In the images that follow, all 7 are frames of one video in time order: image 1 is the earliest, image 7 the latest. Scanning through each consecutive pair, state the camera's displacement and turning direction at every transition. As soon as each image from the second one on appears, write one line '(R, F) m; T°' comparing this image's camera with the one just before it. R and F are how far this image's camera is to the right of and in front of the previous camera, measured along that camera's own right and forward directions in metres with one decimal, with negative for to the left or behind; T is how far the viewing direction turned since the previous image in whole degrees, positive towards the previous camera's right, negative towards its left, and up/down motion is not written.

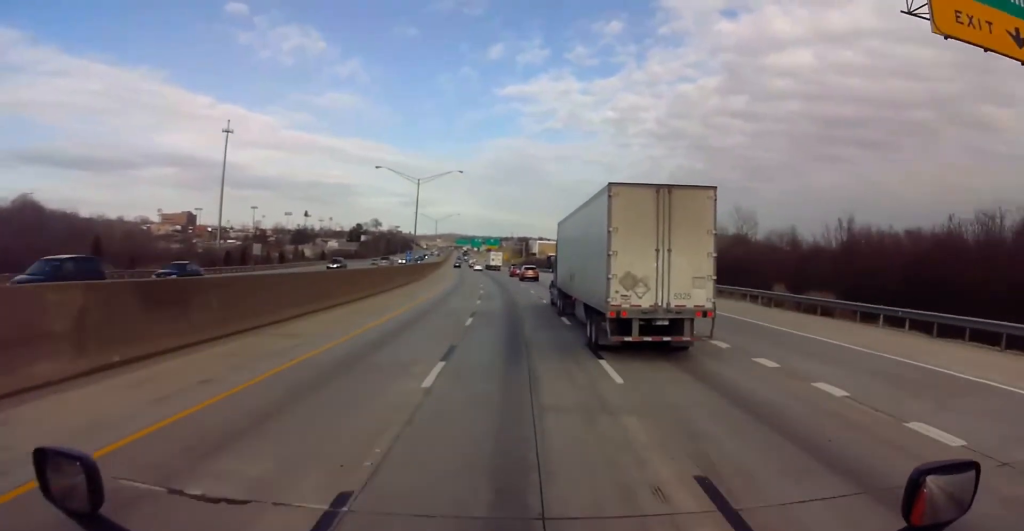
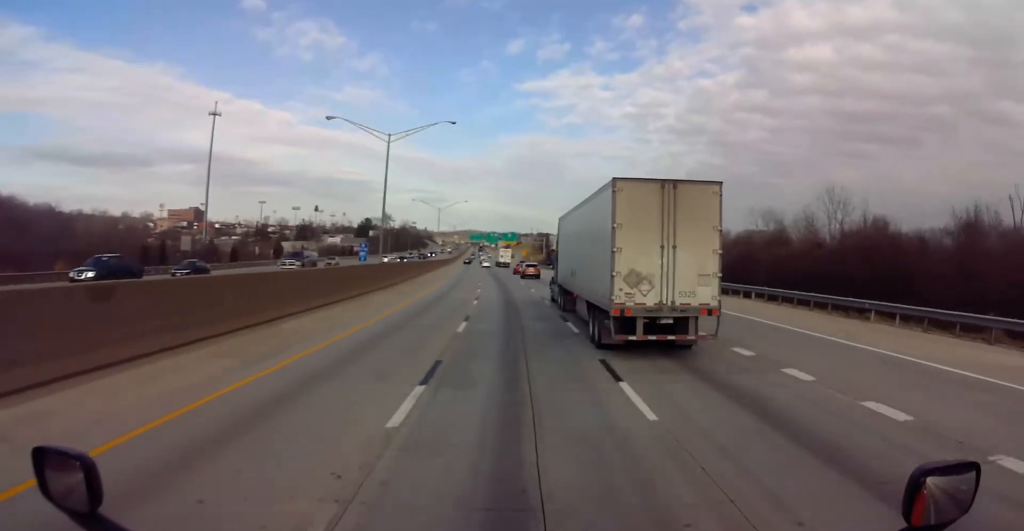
(+0.1, +27.3) m; 0°
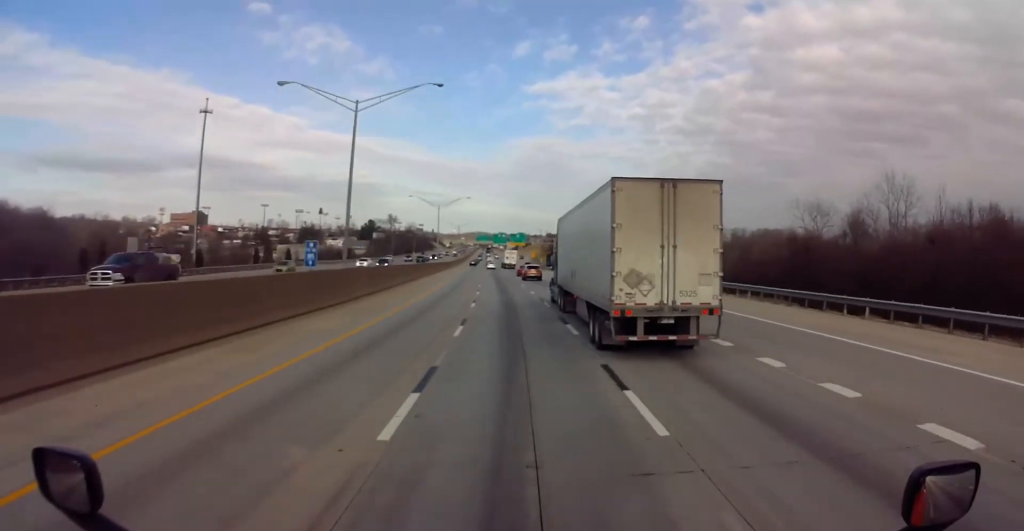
(0.0, +12.7) m; 0°
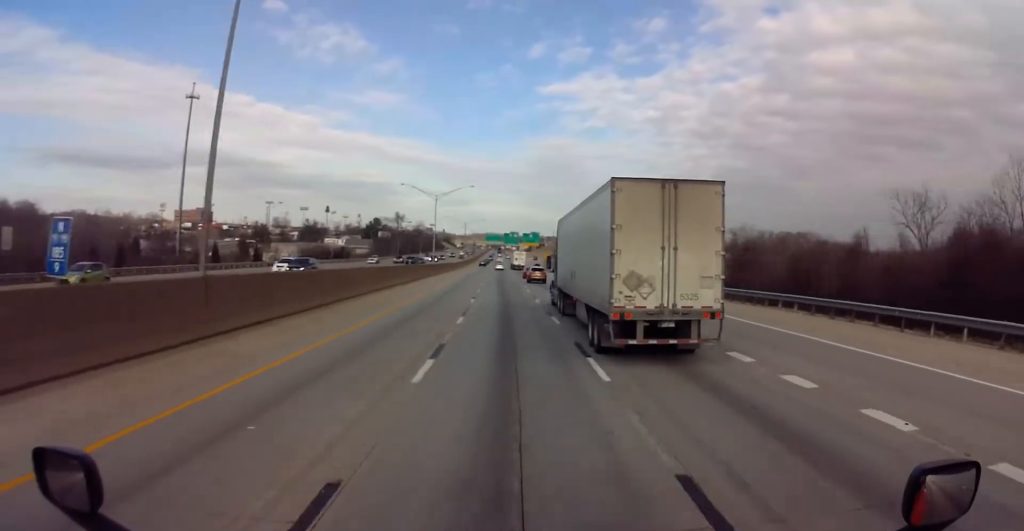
(-0.1, +19.8) m; 0°
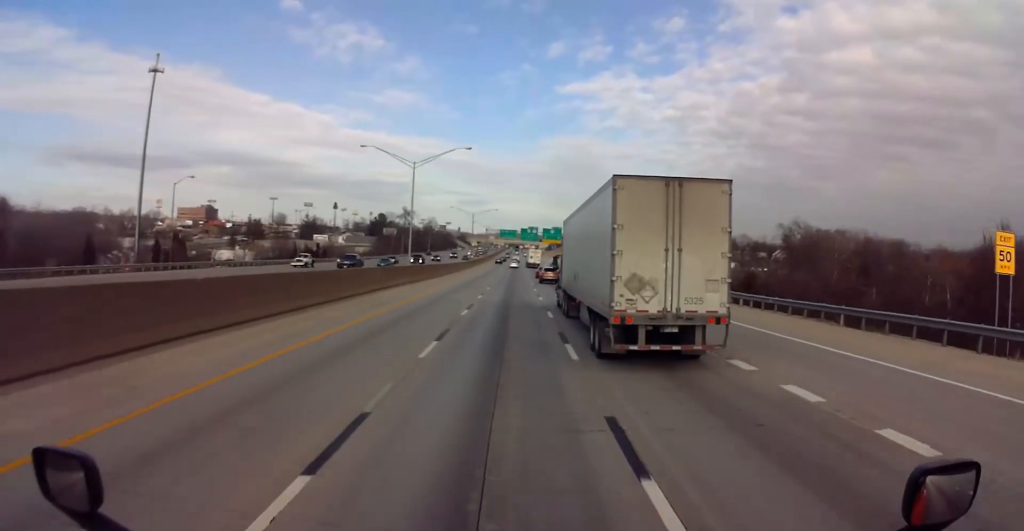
(-0.1, +33.0) m; -1°
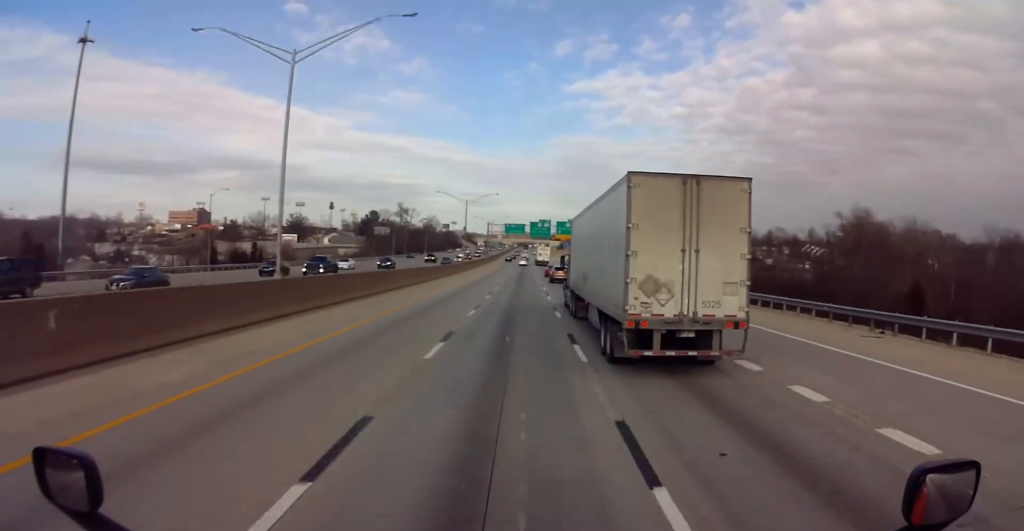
(-0.5, +36.3) m; -1°
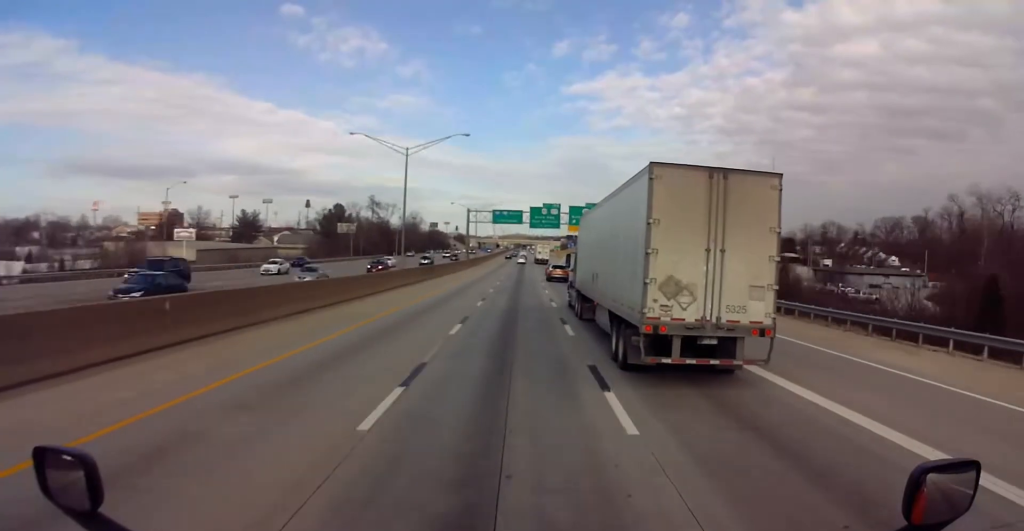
(-0.8, +54.8) m; -2°
